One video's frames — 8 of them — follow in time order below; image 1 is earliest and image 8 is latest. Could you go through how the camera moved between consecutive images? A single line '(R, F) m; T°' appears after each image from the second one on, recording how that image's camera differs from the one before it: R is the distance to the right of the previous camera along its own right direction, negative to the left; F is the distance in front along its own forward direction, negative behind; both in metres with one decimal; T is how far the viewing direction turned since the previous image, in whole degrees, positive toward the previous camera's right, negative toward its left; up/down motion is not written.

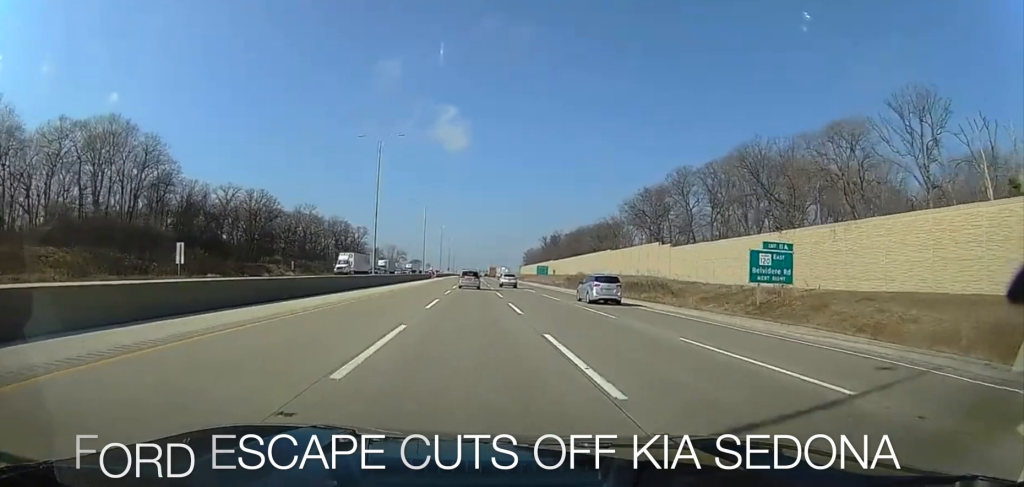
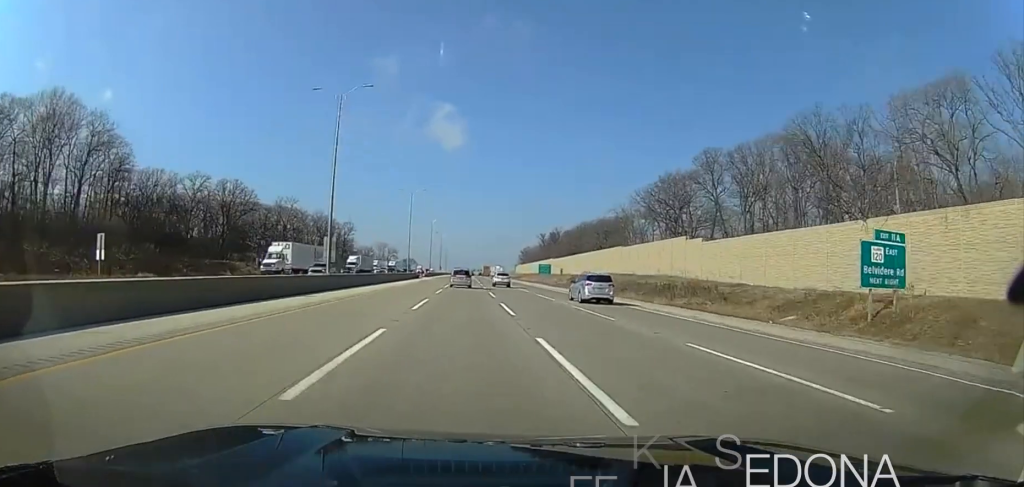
(0.0, +16.3) m; 0°
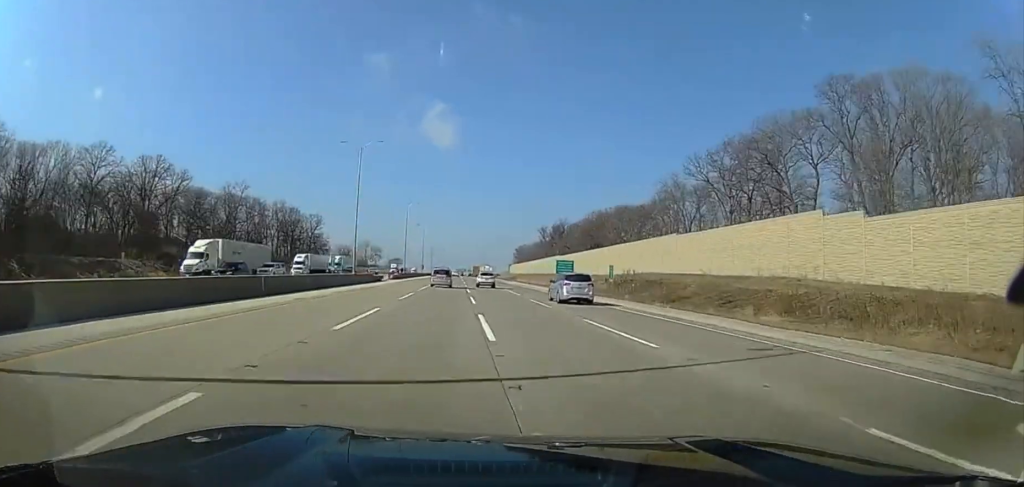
(0.0, +38.4) m; 0°
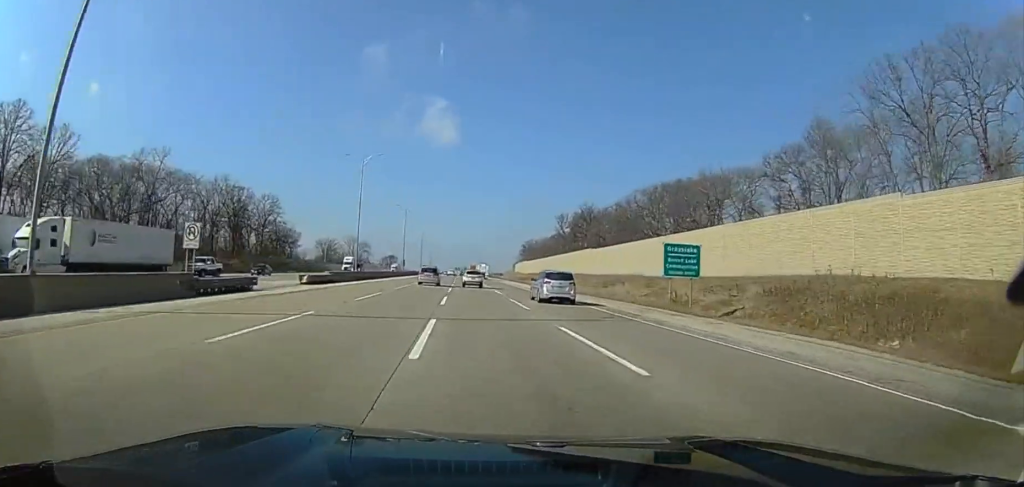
(0.0, +48.6) m; 0°
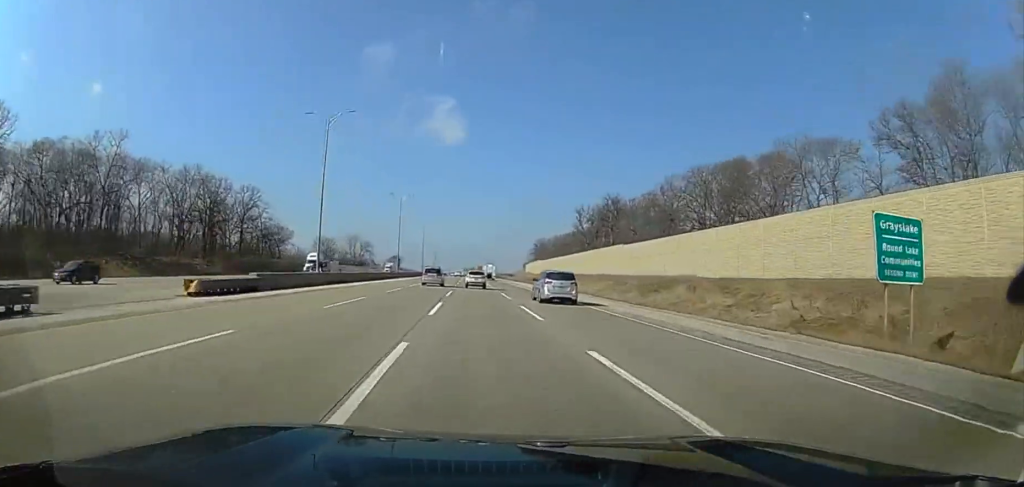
(0.0, +20.8) m; 0°
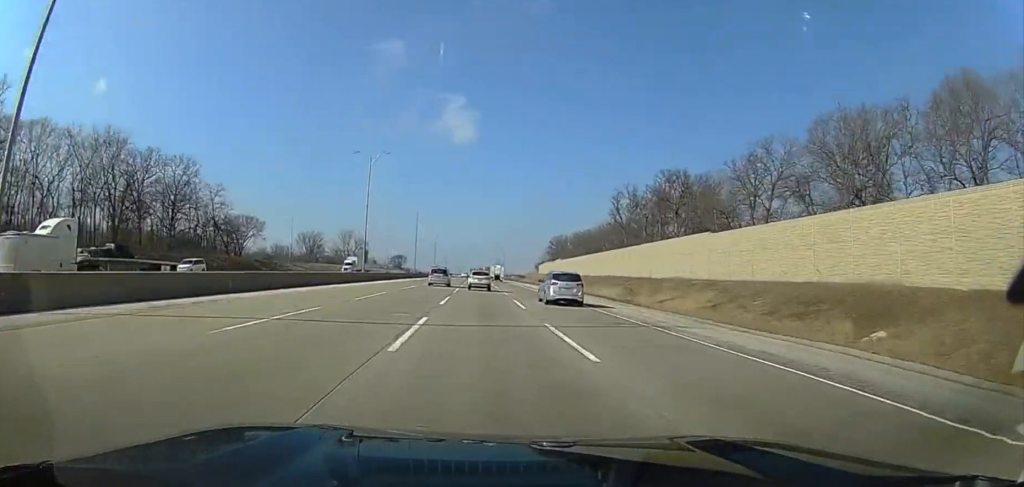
(0.0, +38.9) m; 0°
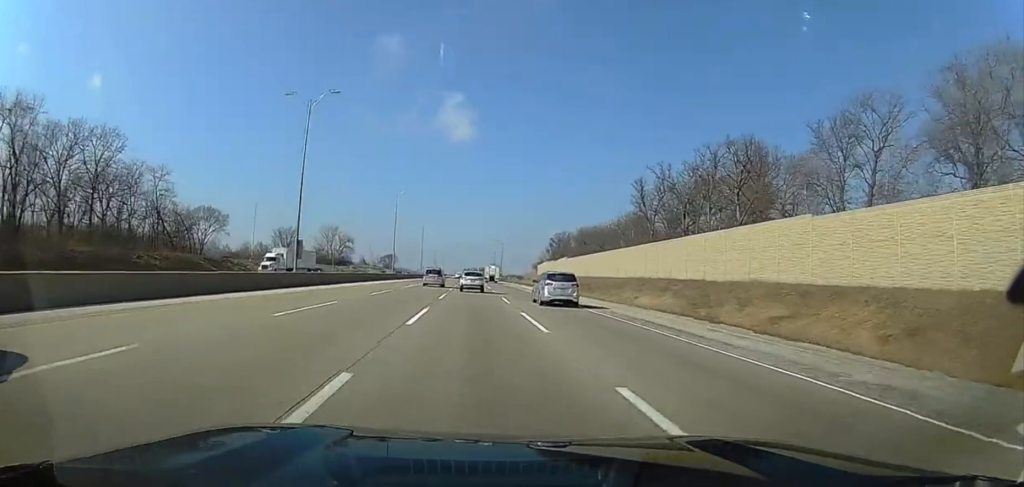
(0.0, +25.1) m; 0°
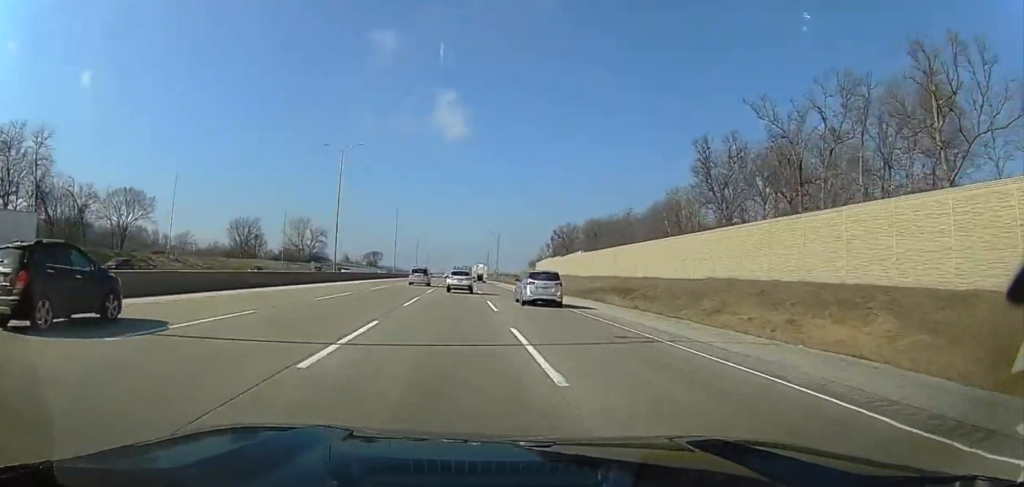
(0.0, +37.3) m; 0°
